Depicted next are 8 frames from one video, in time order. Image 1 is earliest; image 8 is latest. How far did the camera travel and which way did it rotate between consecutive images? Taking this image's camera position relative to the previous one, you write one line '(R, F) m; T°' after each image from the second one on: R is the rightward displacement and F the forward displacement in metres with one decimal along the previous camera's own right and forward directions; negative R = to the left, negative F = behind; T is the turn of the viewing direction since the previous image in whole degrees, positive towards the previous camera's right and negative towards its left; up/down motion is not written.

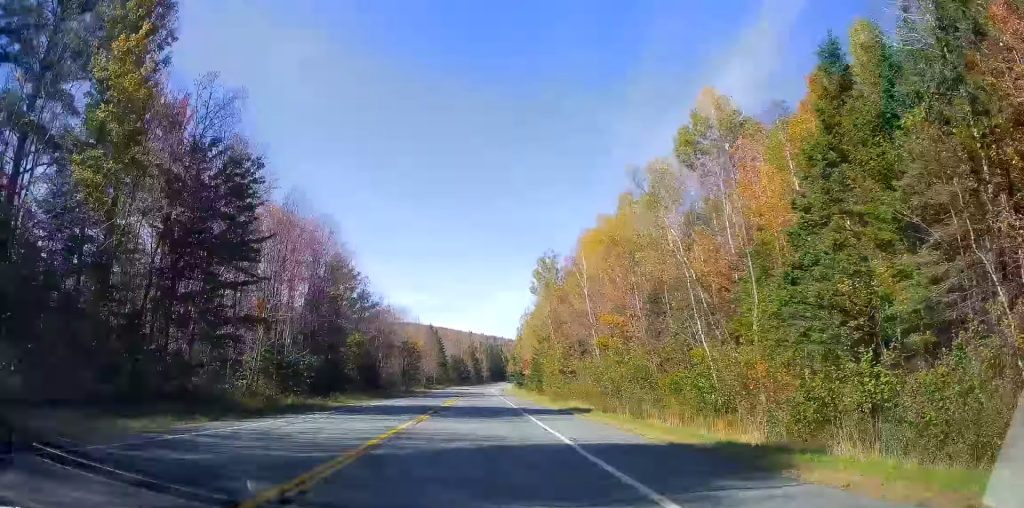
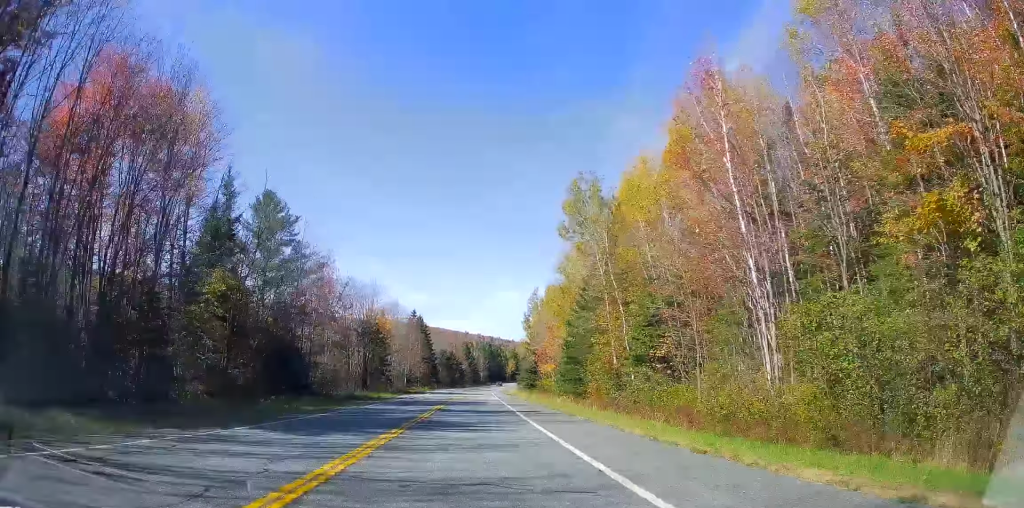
(+0.5, +34.0) m; +1°
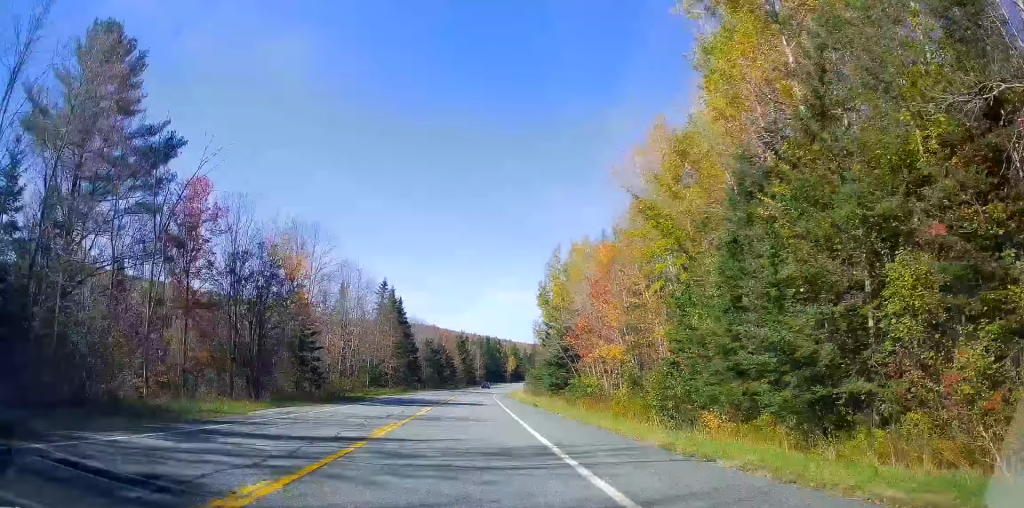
(-0.3, +36.3) m; -1°
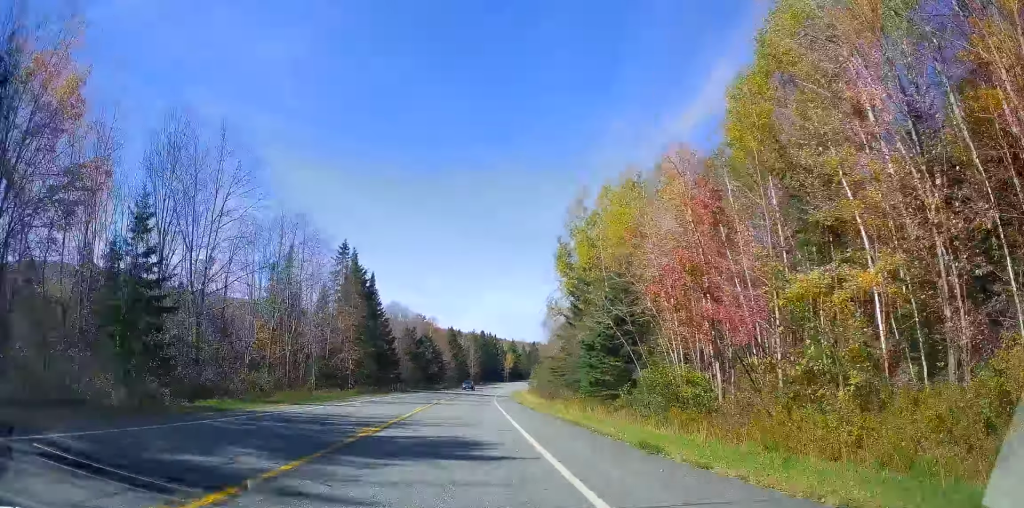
(0.0, +25.0) m; 0°
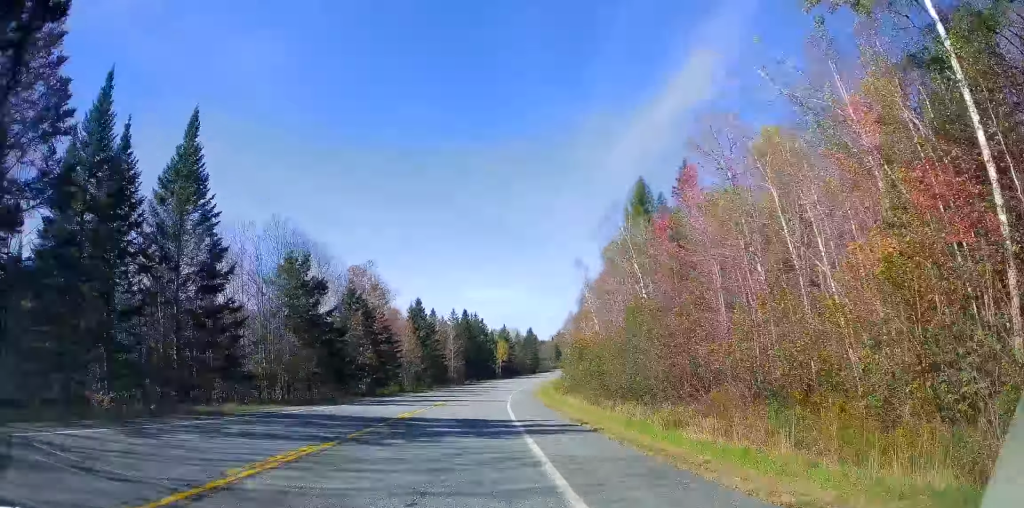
(+1.3, +55.5) m; +2°
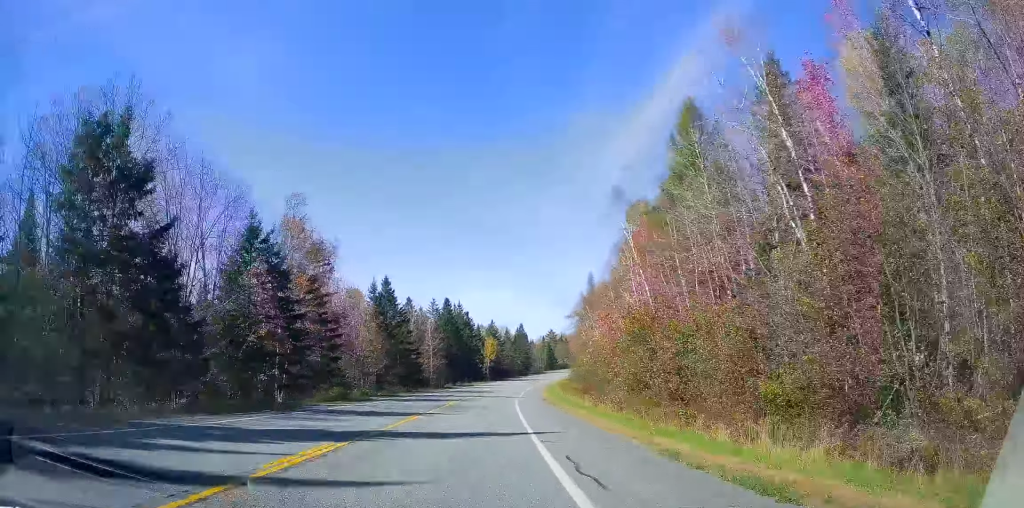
(-0.2, +24.0) m; 0°
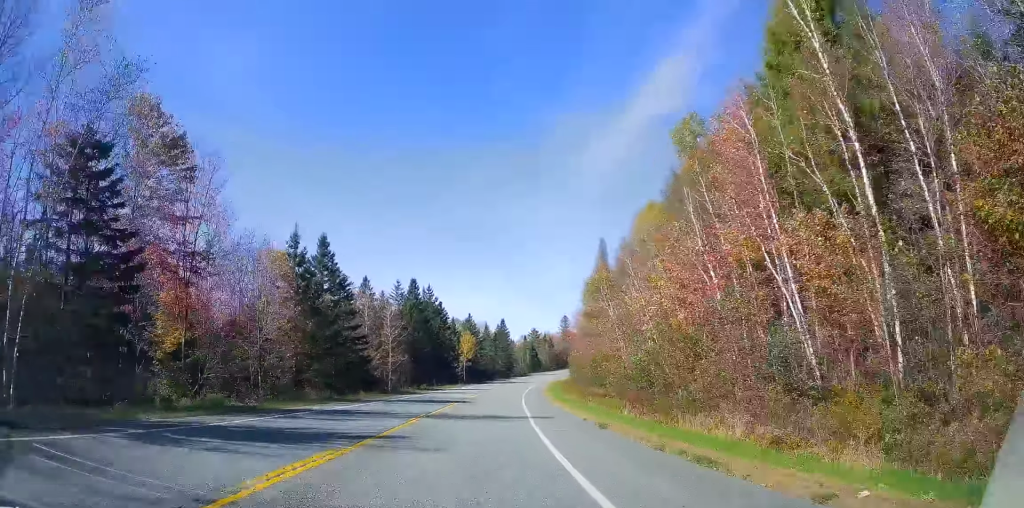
(0.0, +26.1) m; +1°
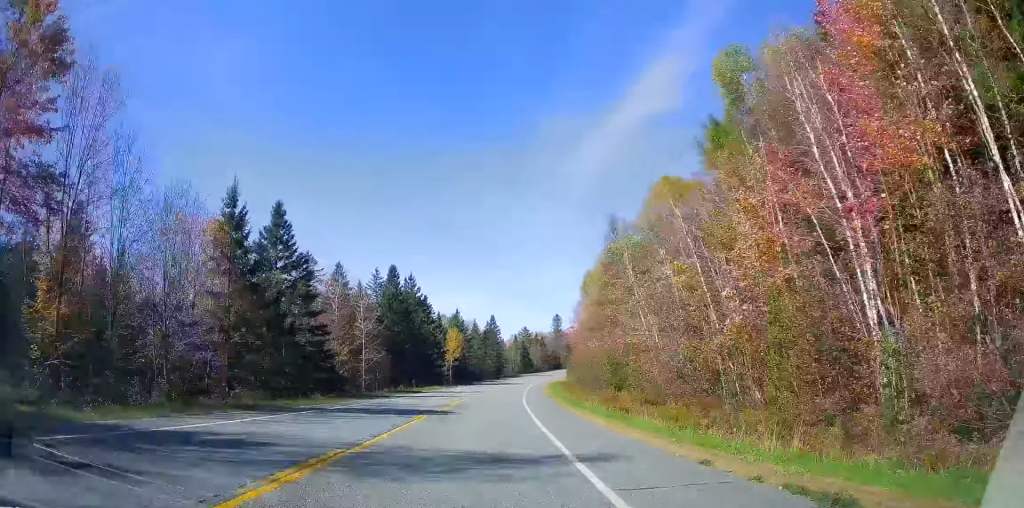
(0.0, +12.1) m; +1°
